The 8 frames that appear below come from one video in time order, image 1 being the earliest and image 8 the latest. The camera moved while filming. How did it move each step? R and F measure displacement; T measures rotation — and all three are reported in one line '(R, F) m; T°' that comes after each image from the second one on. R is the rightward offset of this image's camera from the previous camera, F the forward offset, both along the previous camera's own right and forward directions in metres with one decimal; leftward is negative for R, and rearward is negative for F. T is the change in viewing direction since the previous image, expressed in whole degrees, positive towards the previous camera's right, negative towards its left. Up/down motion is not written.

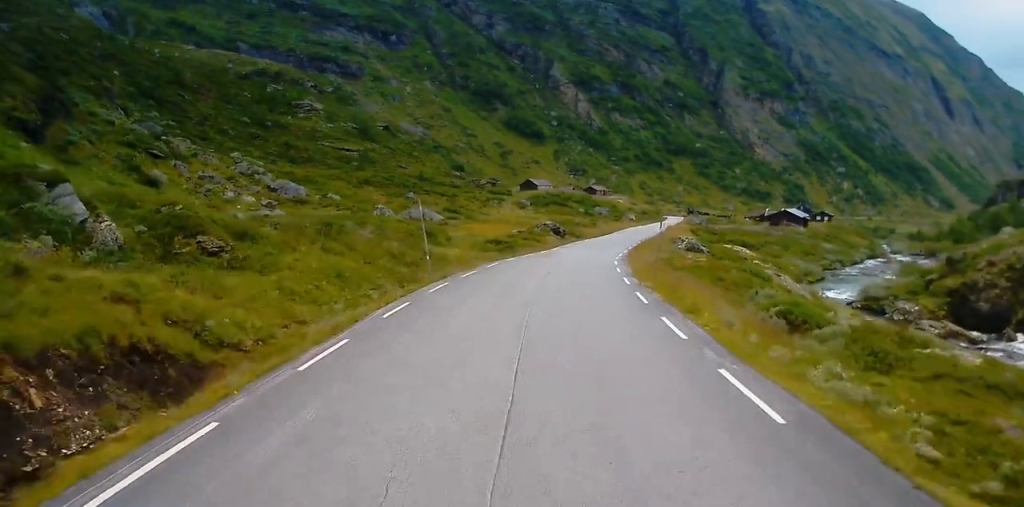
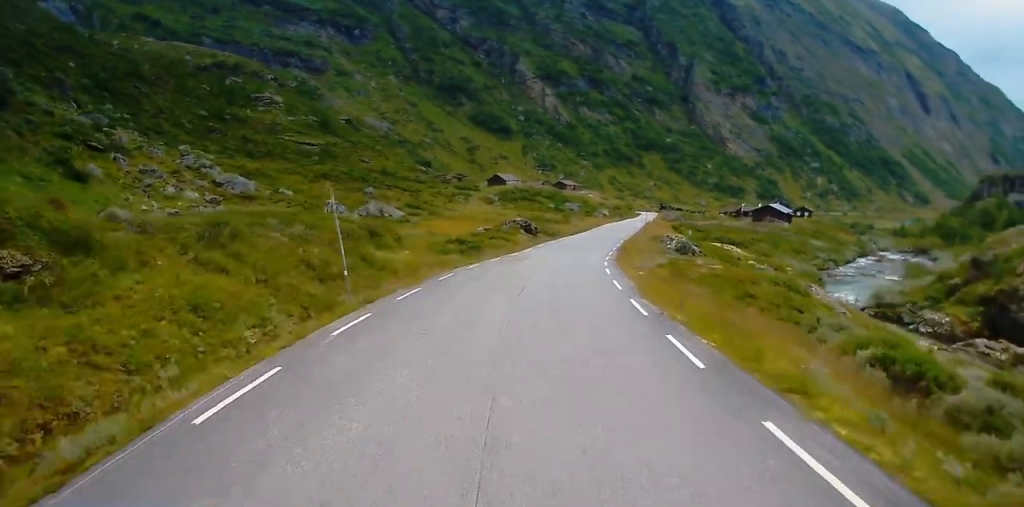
(+0.3, +9.5) m; +3°
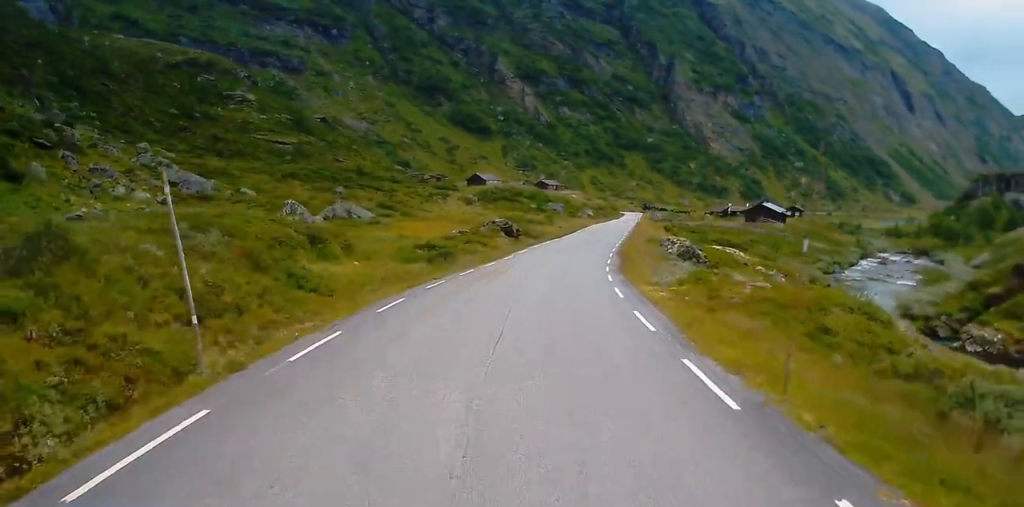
(+0.2, +8.7) m; +3°
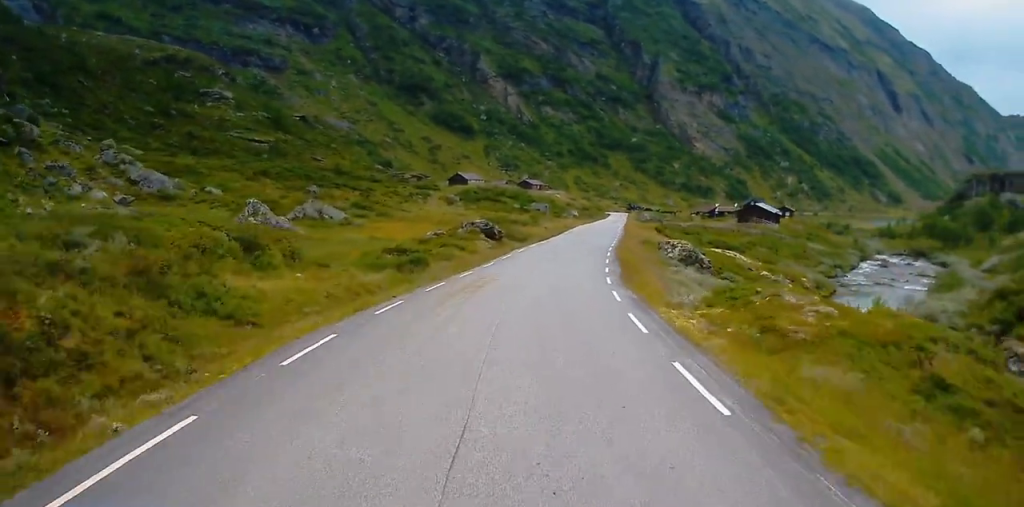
(+0.2, +6.3) m; +1°
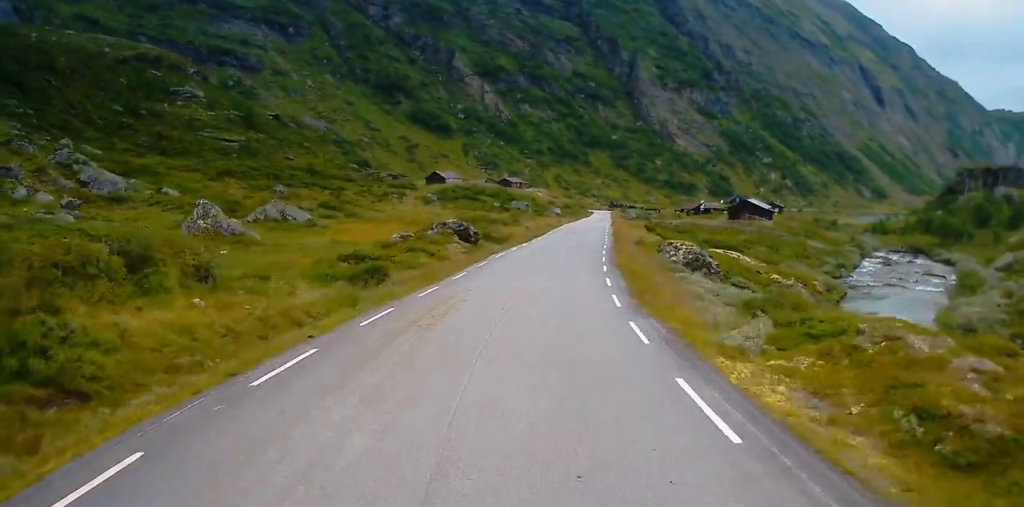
(+0.2, +7.2) m; +1°
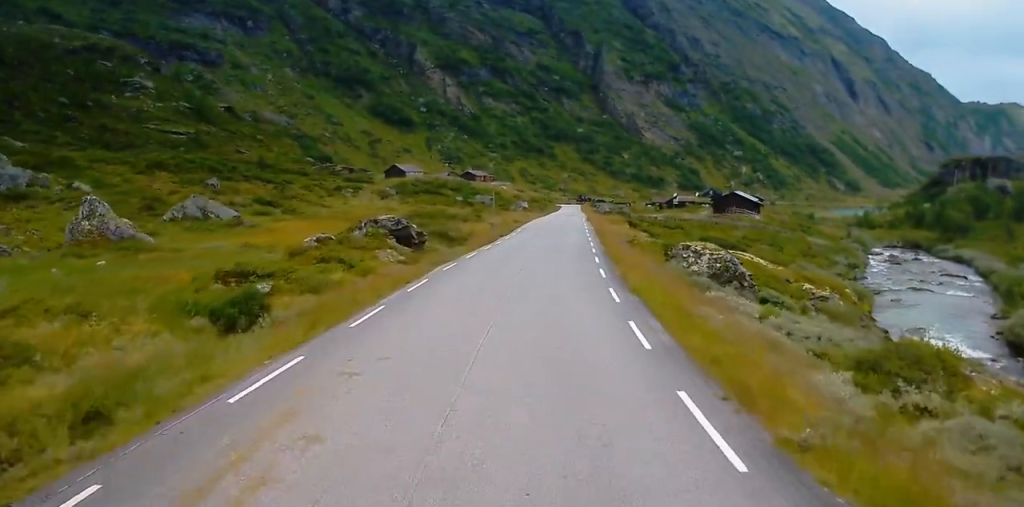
(+0.1, +12.8) m; +1°
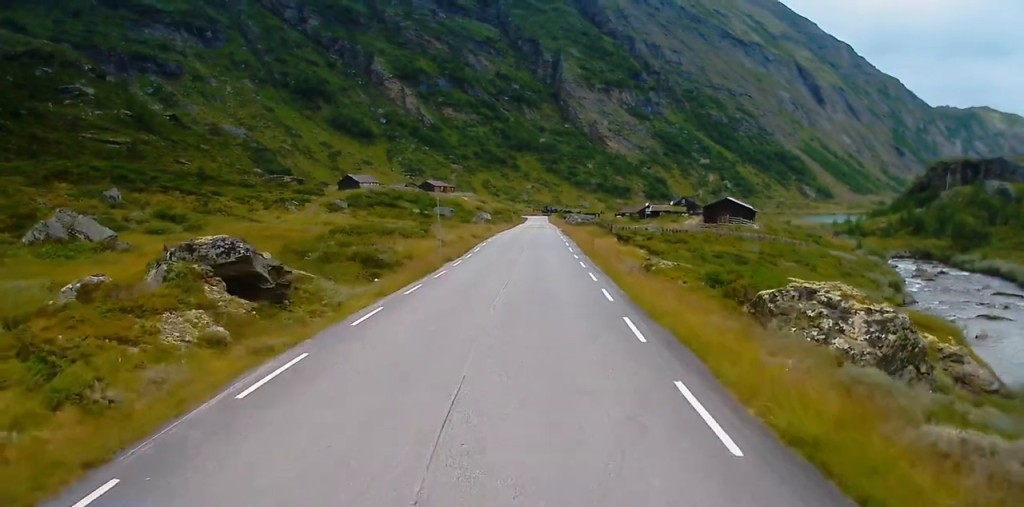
(+0.4, +17.4) m; +3°
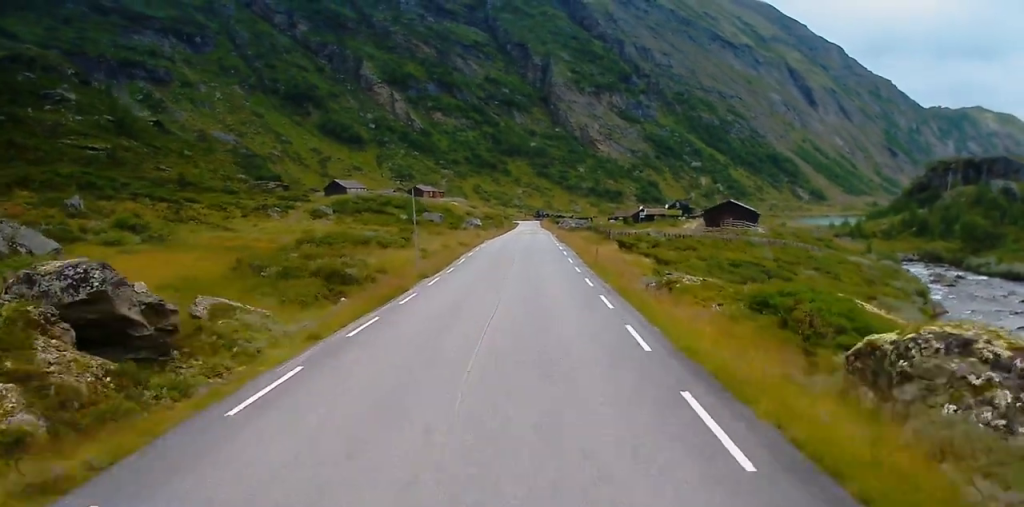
(+0.1, +6.2) m; +1°
